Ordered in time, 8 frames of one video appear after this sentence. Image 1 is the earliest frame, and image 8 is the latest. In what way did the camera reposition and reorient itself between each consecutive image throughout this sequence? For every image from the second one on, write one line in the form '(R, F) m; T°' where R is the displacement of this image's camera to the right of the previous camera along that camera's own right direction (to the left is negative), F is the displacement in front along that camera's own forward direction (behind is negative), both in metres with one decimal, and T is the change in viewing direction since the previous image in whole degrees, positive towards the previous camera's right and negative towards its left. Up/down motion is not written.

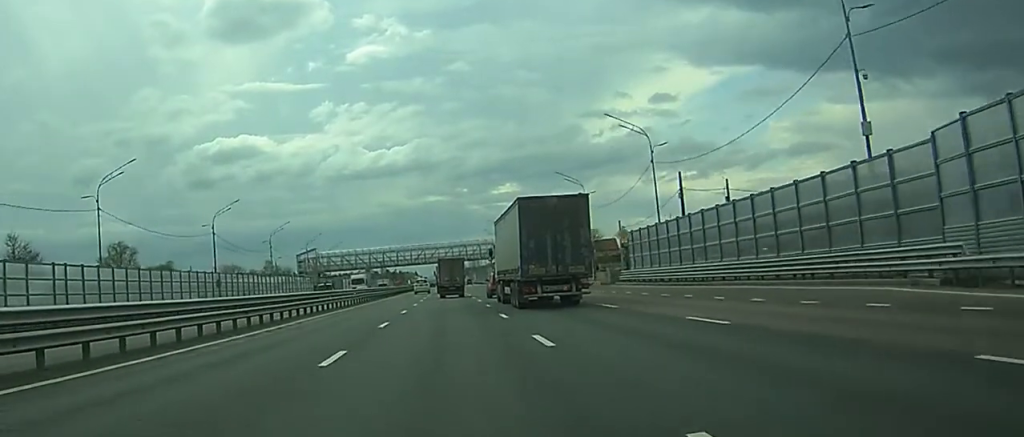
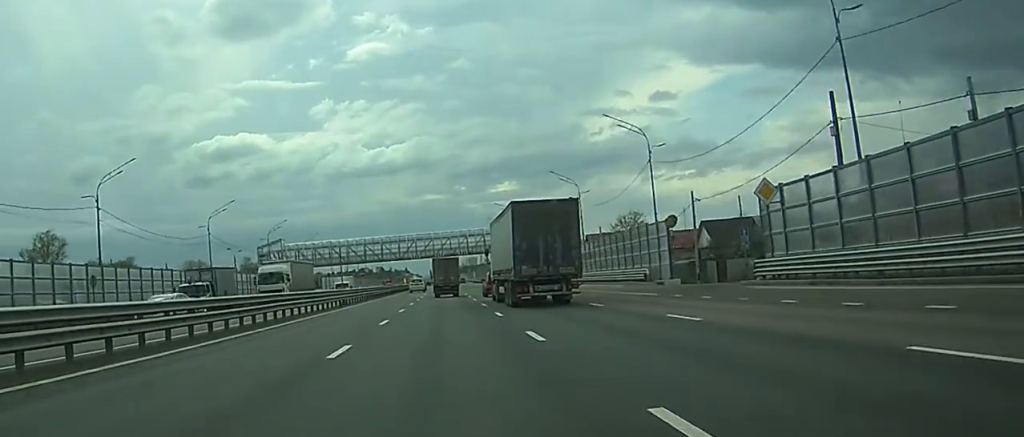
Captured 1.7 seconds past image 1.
(-0.2, +29.1) m; -1°
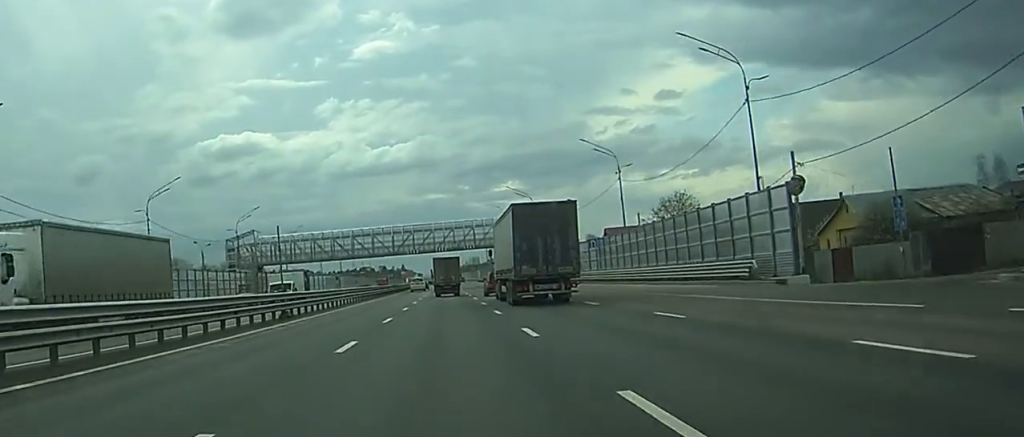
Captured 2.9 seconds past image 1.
(-0.1, +22.0) m; 0°
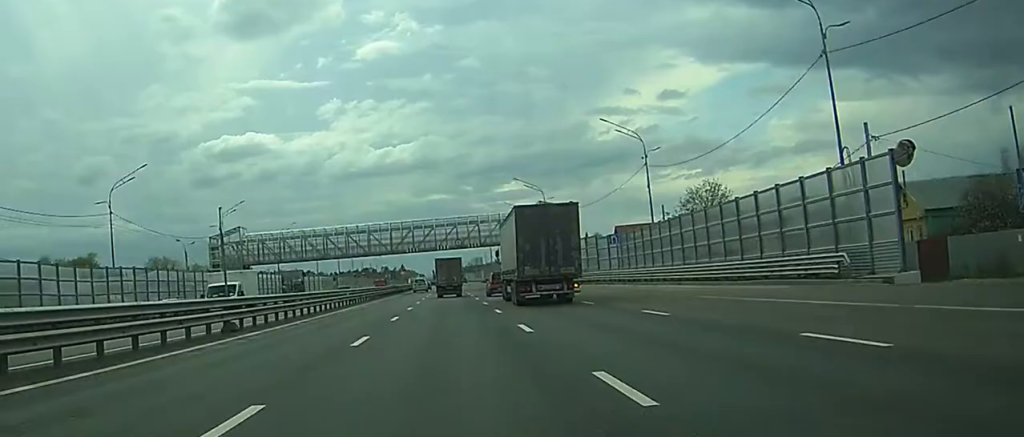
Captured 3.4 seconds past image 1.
(0.0, +10.9) m; 0°
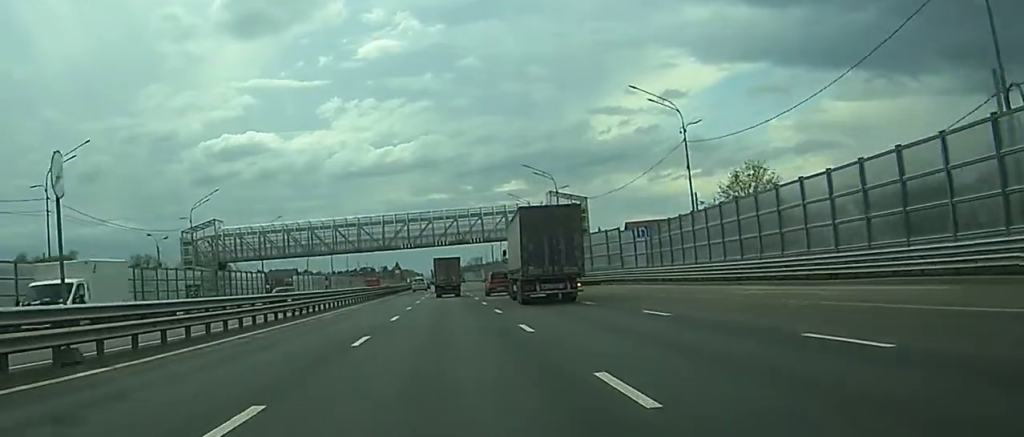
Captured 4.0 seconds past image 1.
(0.0, +13.2) m; 0°
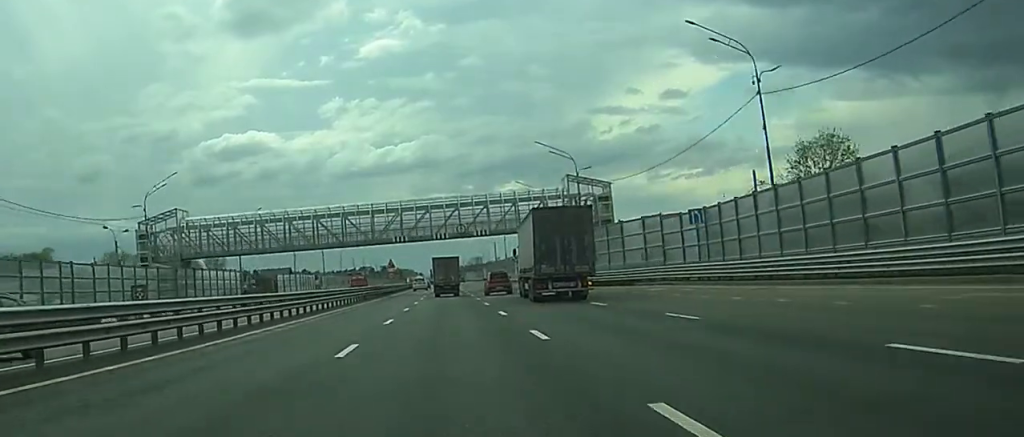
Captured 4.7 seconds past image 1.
(0.0, +16.1) m; 0°
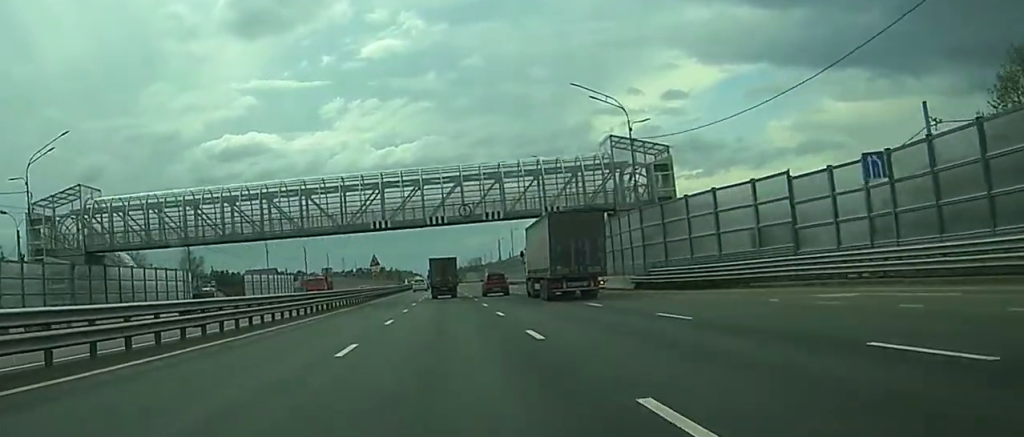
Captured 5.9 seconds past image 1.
(0.0, +25.1) m; 0°
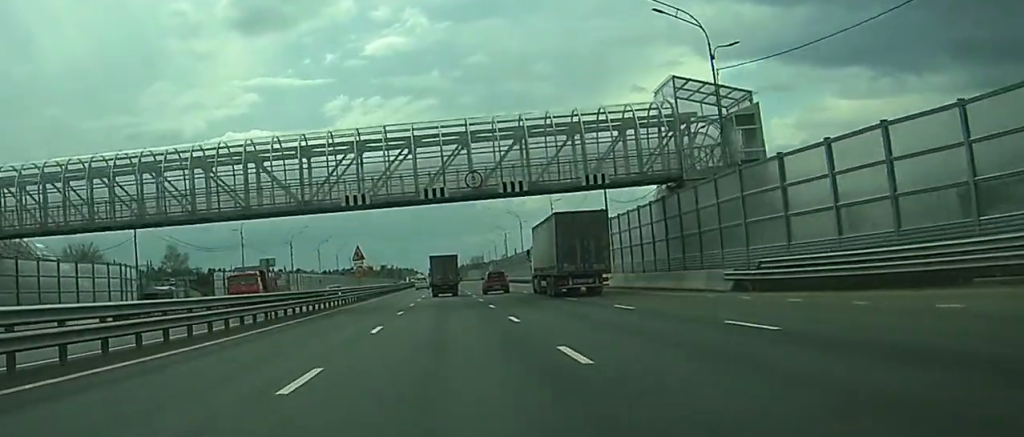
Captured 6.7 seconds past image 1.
(0.0, +17.9) m; 0°
